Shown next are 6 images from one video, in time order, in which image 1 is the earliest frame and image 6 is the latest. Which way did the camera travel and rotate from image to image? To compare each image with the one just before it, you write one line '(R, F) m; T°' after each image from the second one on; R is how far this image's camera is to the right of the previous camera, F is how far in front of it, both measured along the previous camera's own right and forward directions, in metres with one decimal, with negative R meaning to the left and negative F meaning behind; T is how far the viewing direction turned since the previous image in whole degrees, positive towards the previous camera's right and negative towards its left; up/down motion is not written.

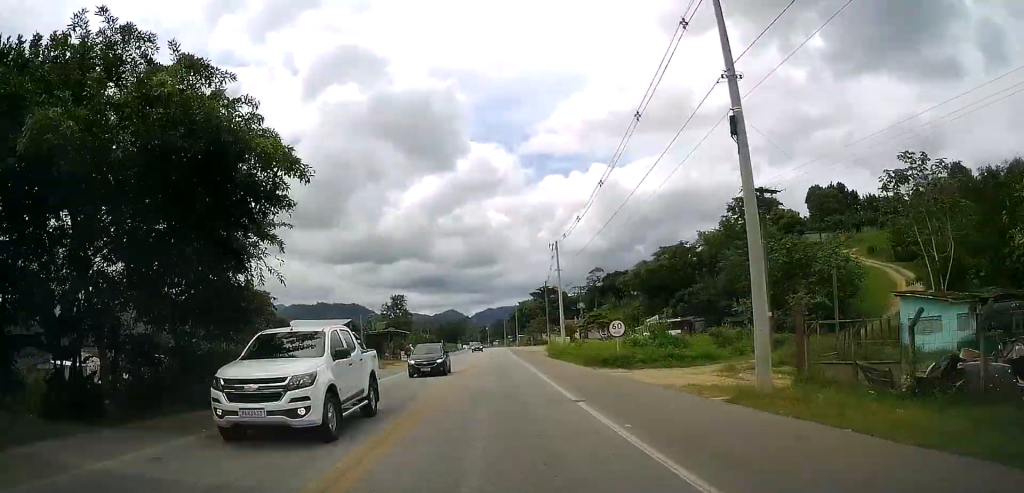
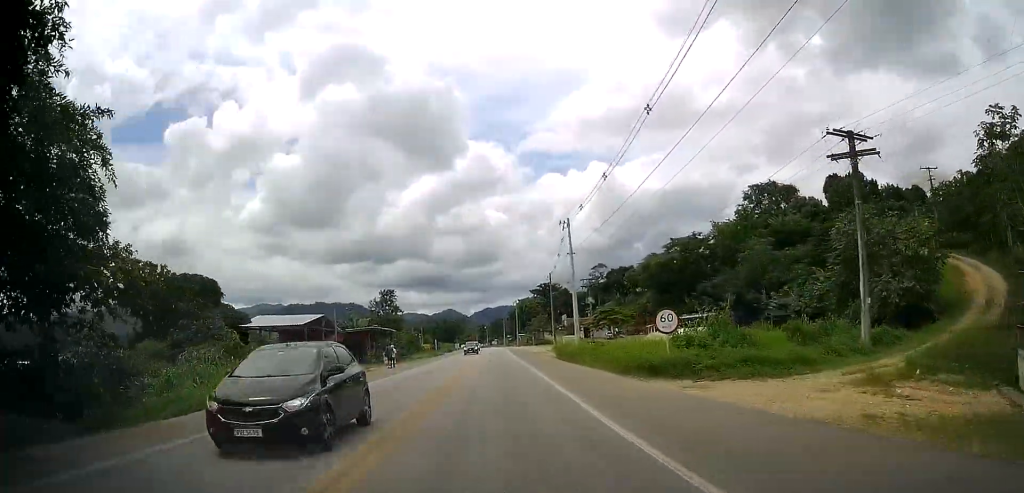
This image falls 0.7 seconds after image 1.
(+0.3, +9.6) m; +1°
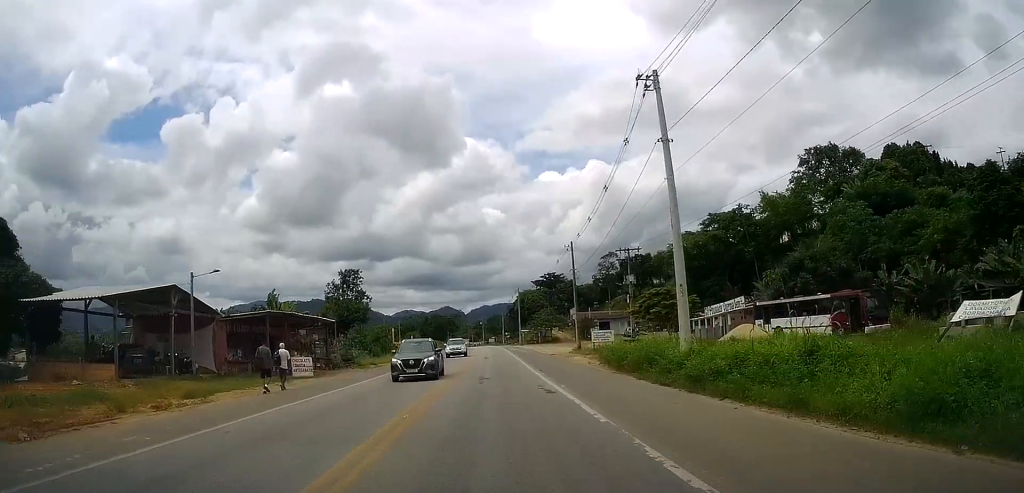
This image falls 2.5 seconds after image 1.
(0.0, +25.0) m; 0°
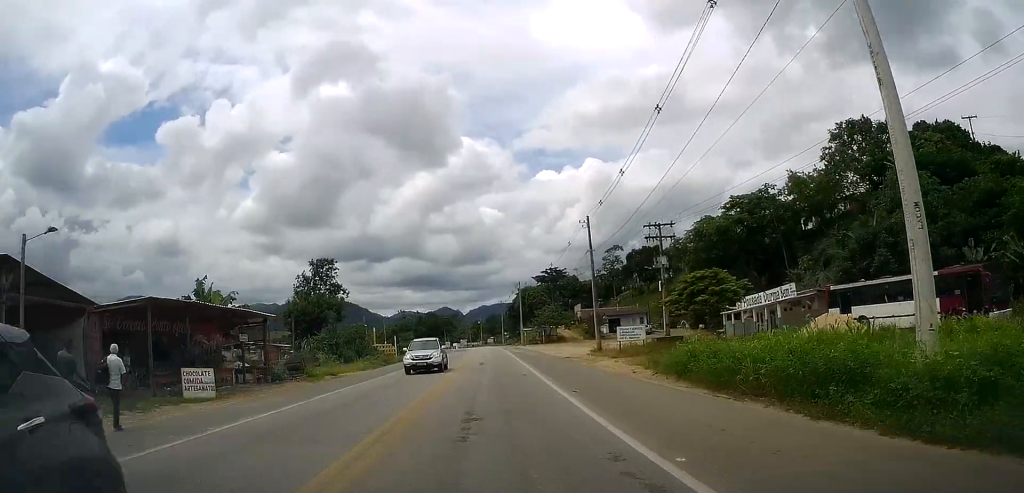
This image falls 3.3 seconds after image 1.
(0.0, +11.4) m; 0°
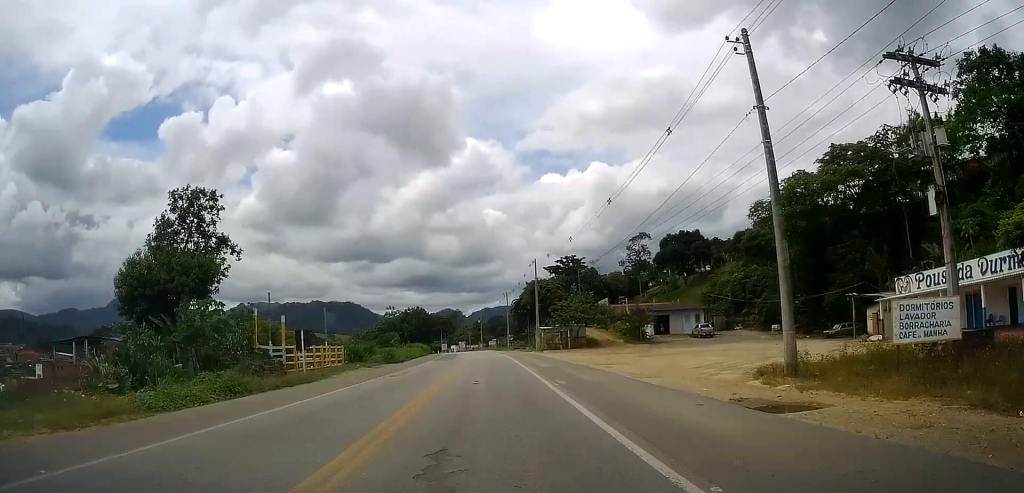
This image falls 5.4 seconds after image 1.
(0.0, +30.0) m; 0°
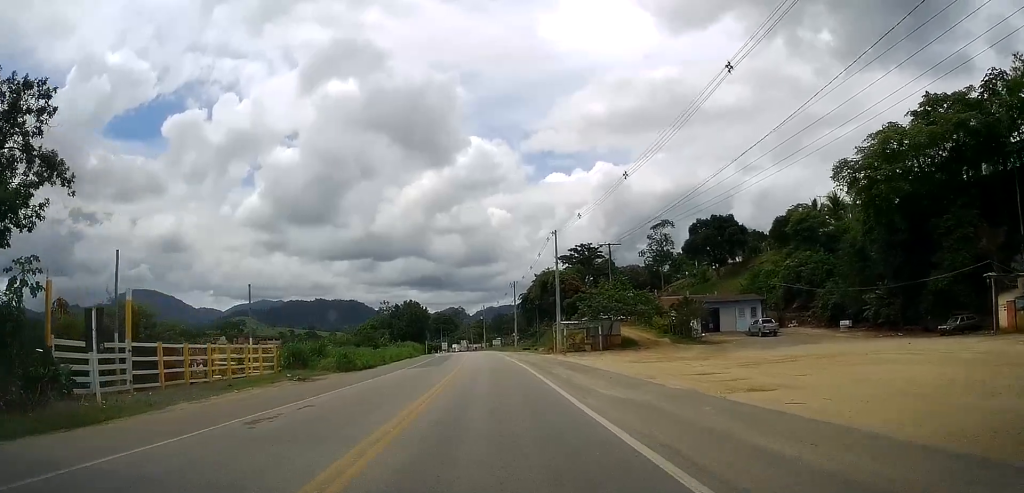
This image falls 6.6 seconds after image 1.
(0.0, +17.3) m; 0°
